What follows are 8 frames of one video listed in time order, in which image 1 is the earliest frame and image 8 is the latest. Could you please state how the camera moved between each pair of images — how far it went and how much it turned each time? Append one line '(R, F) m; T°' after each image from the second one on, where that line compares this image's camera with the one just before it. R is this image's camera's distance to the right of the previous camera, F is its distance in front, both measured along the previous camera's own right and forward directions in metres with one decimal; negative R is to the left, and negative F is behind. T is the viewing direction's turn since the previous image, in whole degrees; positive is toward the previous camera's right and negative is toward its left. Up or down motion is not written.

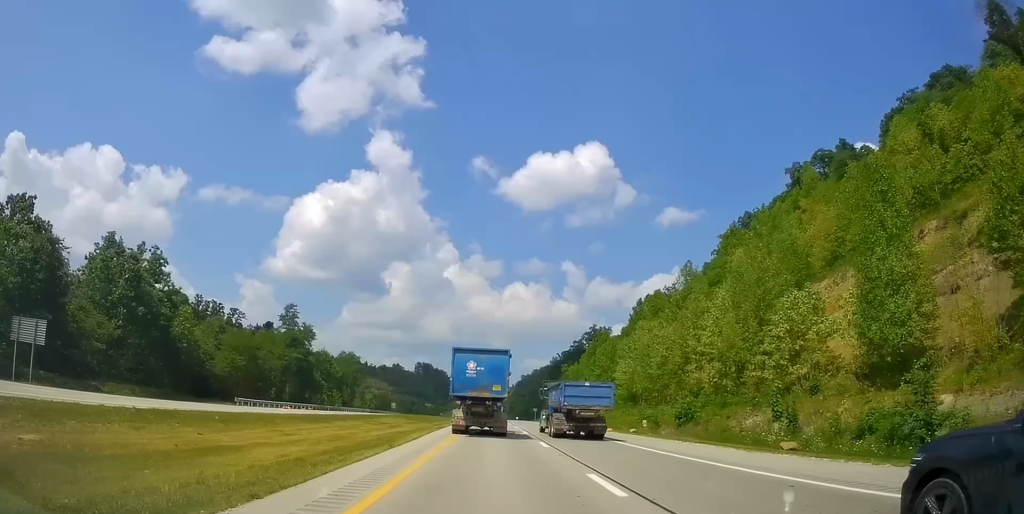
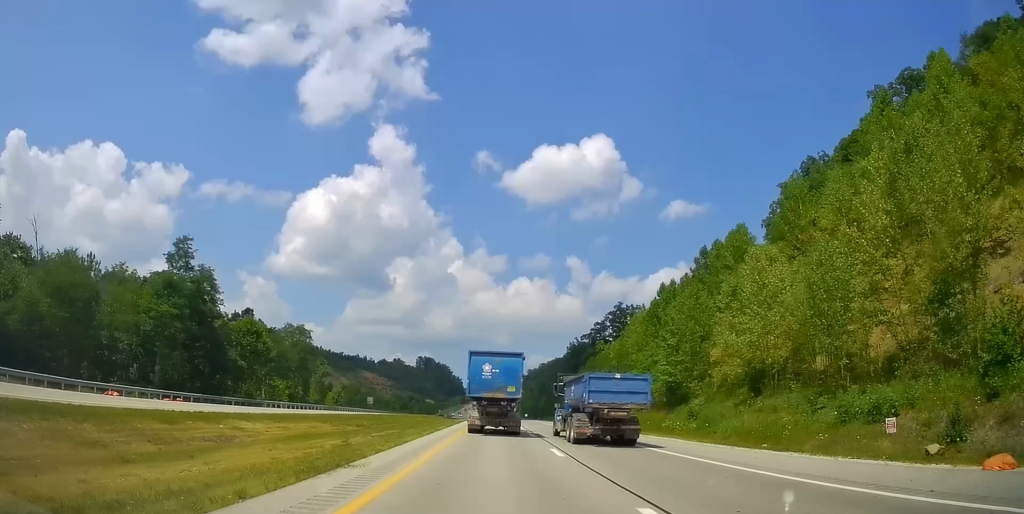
(0.0, +41.2) m; +1°
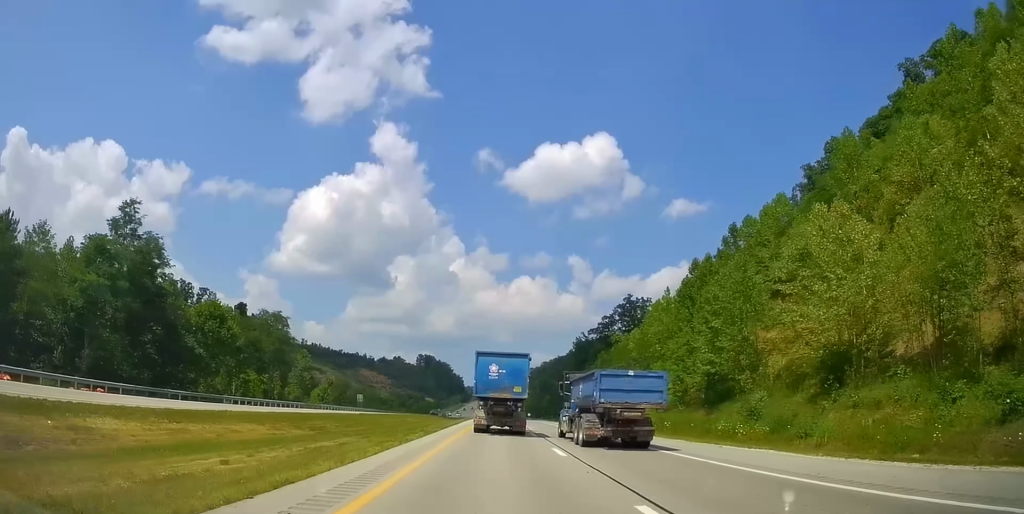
(+0.1, +12.4) m; 0°
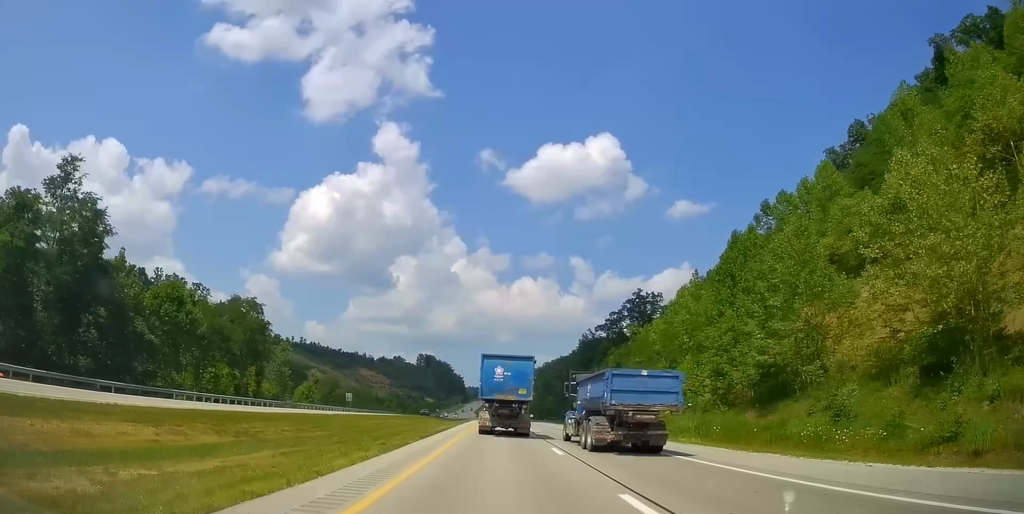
(0.0, +11.0) m; -1°
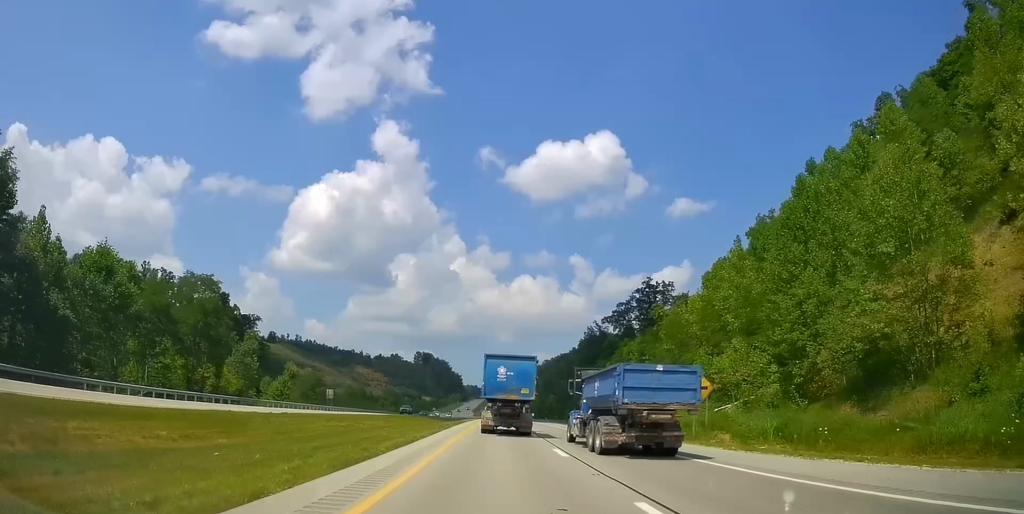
(+0.2, +13.3) m; -2°
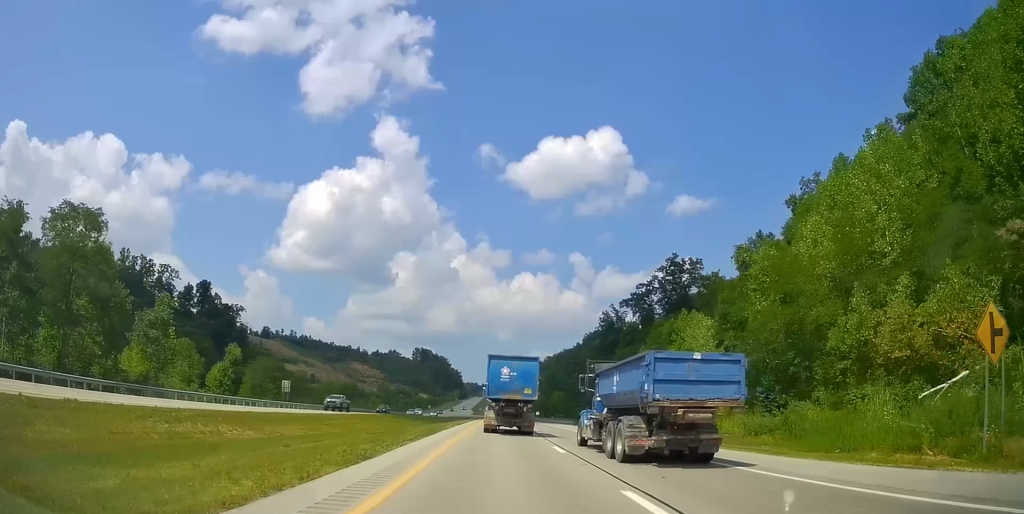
(-1.0, +23.4) m; +1°
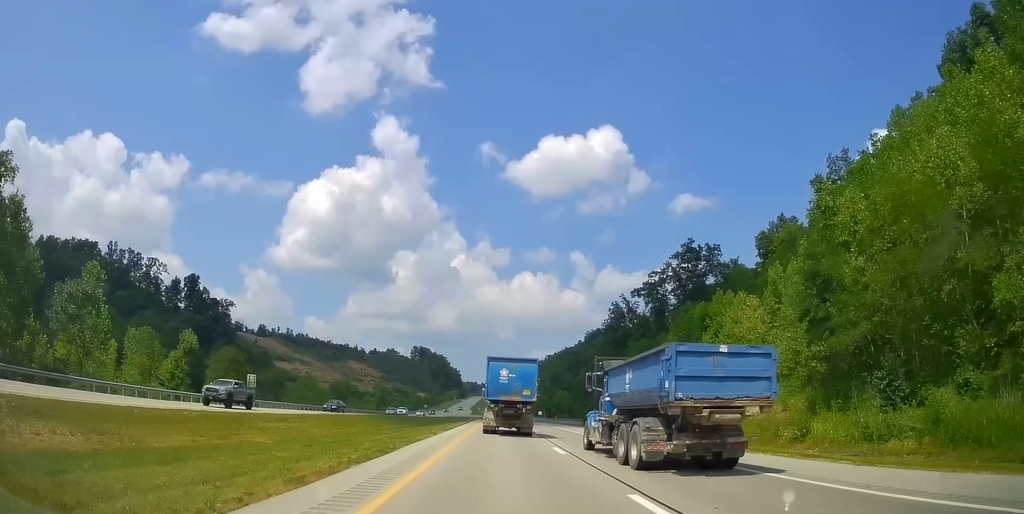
(+0.6, +12.3) m; +2°
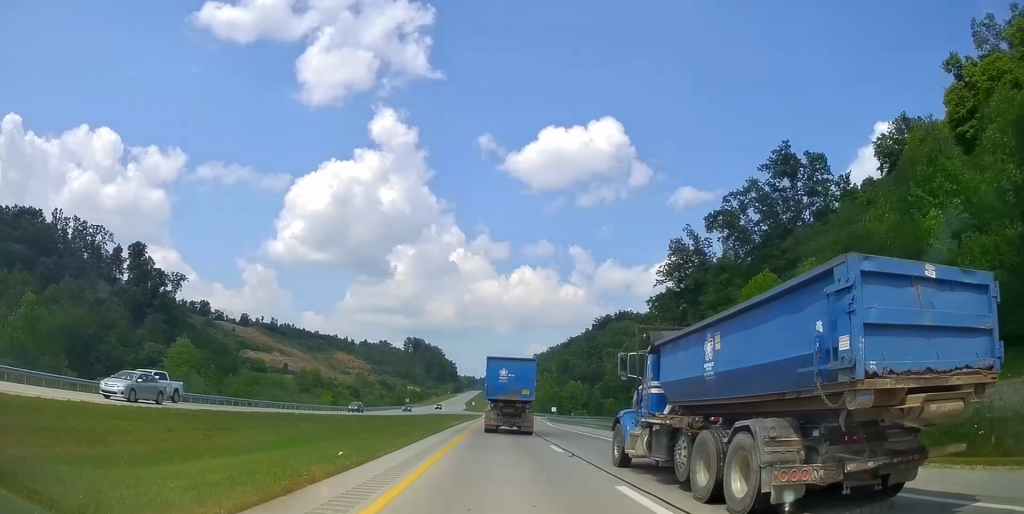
(+0.6, +47.1) m; -1°
